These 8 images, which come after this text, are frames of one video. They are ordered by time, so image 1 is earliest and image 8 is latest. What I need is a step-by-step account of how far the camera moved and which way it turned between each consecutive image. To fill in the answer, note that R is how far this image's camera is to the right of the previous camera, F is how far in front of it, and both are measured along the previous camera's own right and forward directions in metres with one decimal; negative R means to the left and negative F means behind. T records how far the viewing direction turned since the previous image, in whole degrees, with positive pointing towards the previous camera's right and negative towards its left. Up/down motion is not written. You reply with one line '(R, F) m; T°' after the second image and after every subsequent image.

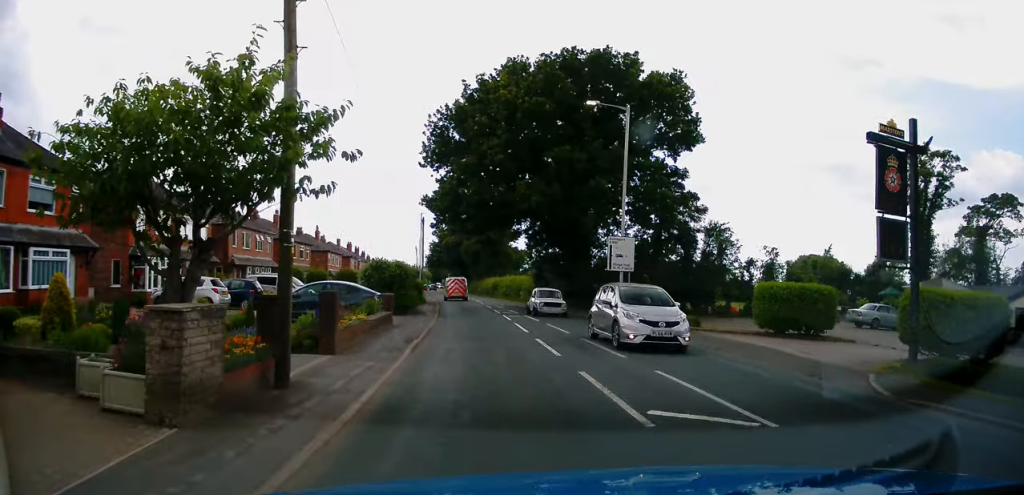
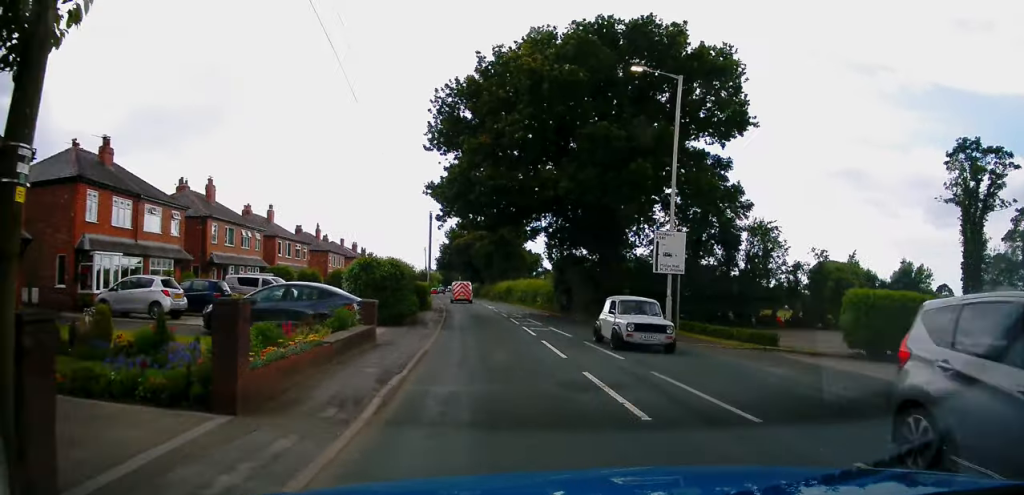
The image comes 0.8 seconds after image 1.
(-0.4, +5.2) m; +1°
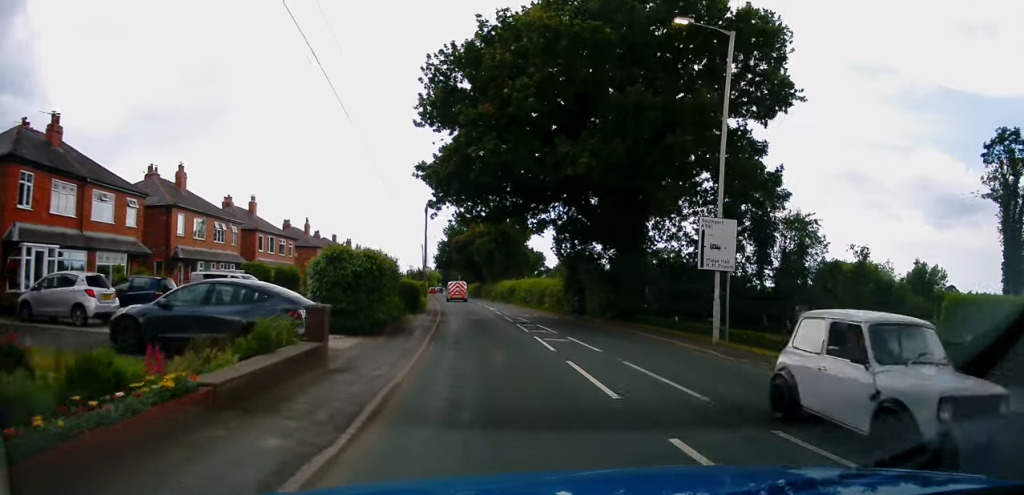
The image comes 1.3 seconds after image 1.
(+0.3, +4.5) m; 0°
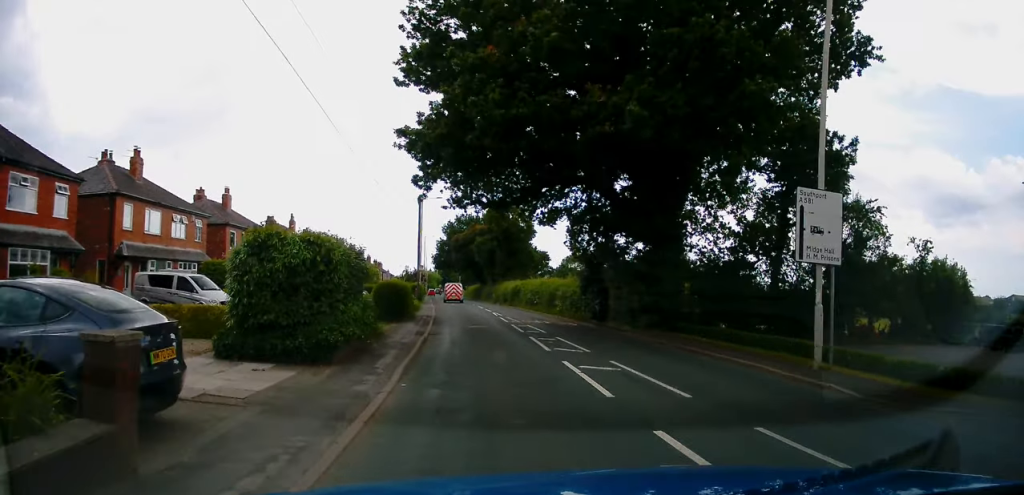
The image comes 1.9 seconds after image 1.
(+0.2, +5.2) m; 0°
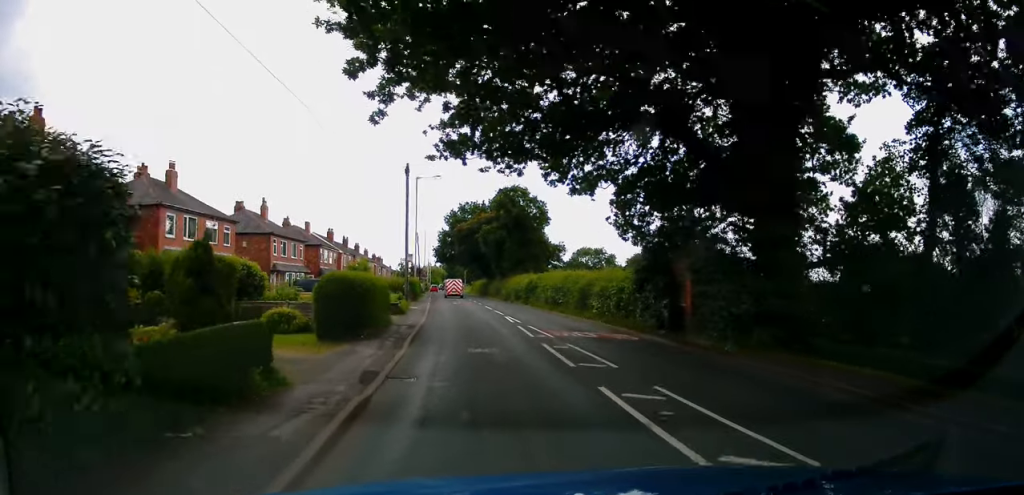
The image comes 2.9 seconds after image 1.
(-0.4, +9.0) m; -2°
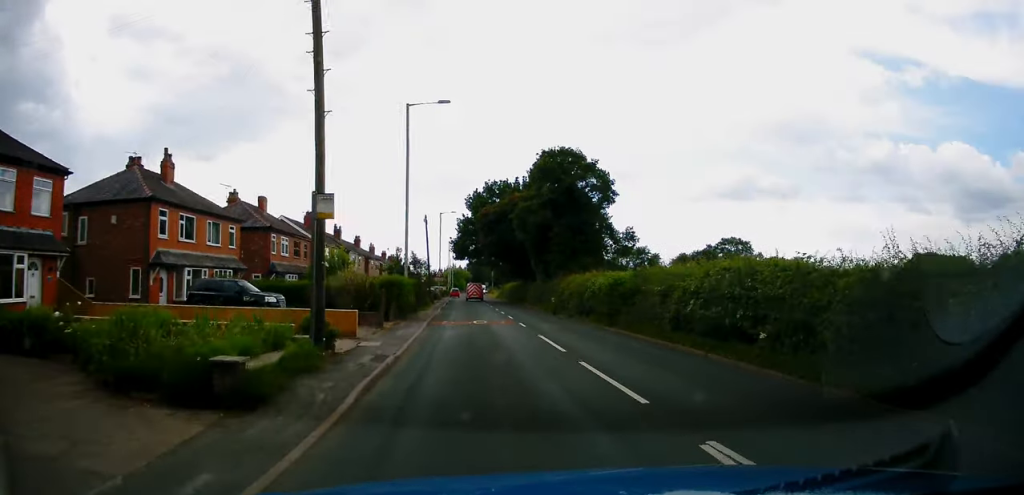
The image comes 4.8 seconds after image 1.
(+0.2, +20.7) m; +1°
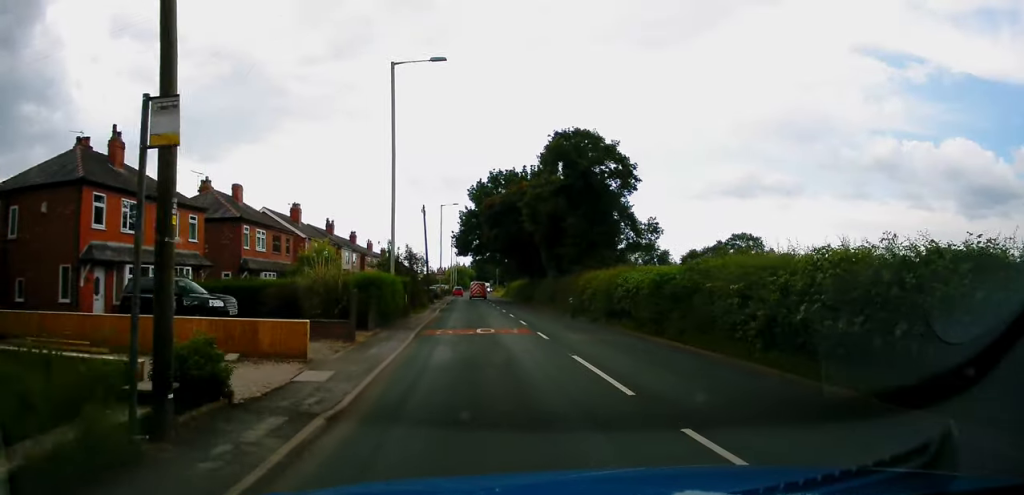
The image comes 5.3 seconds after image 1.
(0.0, +5.5) m; 0°
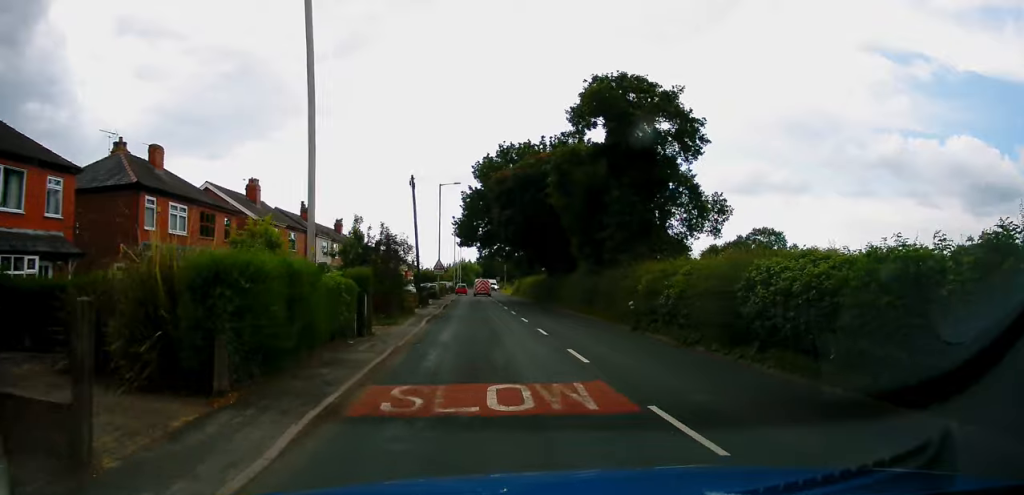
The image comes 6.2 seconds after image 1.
(0.0, +11.2) m; -1°
